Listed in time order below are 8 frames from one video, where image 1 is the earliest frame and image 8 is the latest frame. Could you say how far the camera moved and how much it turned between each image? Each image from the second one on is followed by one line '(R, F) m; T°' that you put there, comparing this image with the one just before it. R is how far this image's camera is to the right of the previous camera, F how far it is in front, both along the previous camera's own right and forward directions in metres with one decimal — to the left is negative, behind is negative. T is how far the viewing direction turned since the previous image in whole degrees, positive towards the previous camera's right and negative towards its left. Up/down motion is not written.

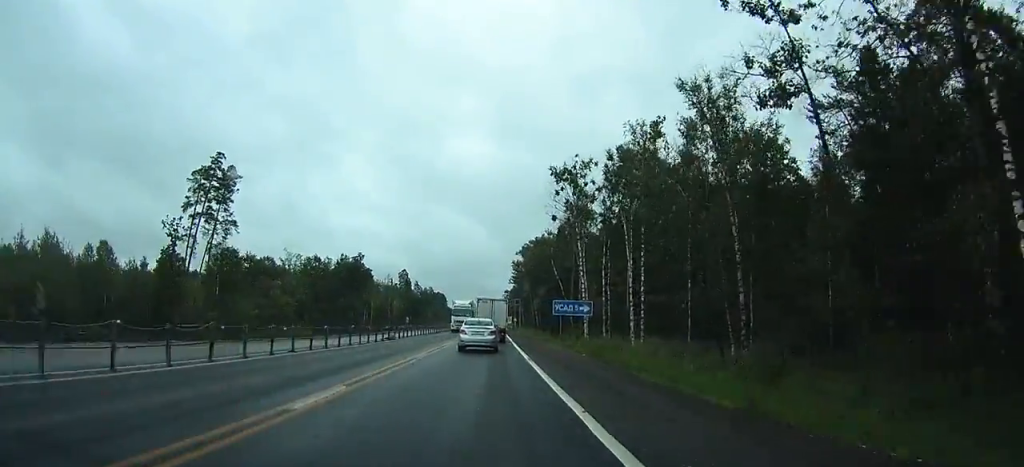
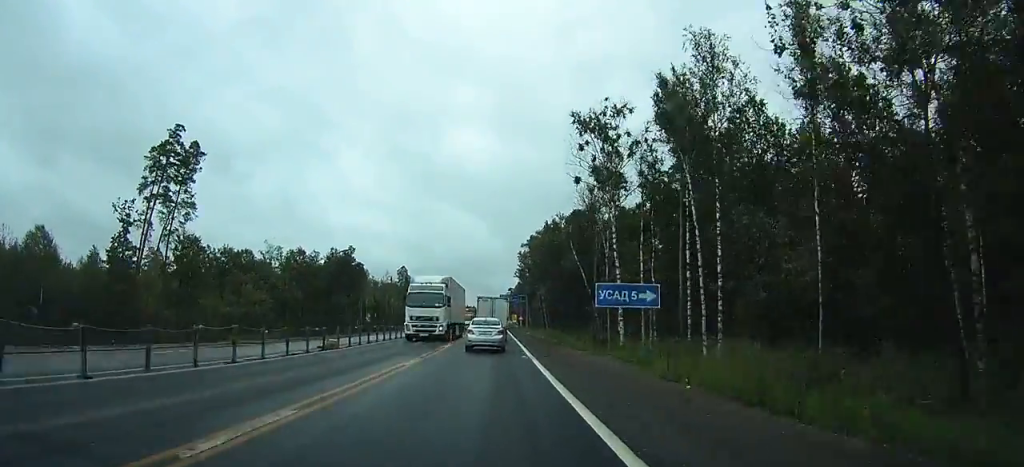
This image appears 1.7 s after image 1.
(+0.1, +13.7) m; +1°
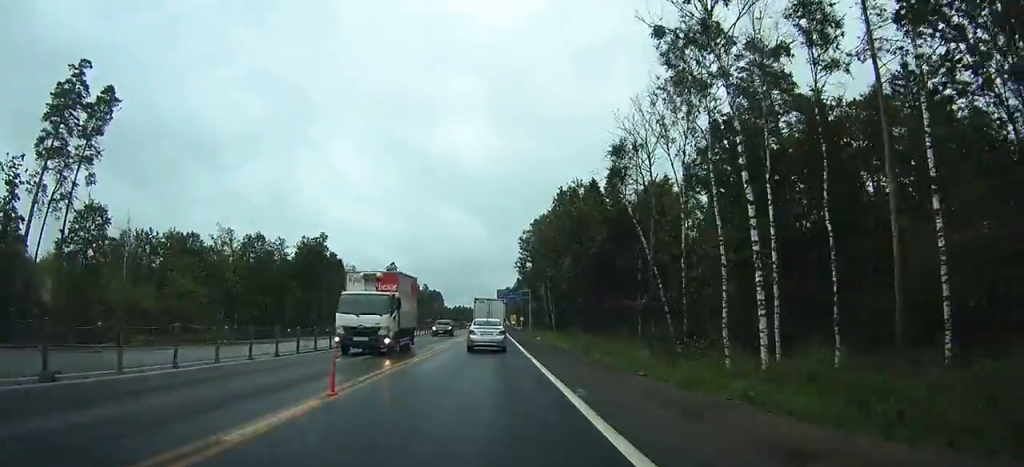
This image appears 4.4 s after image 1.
(+0.2, +23.9) m; 0°
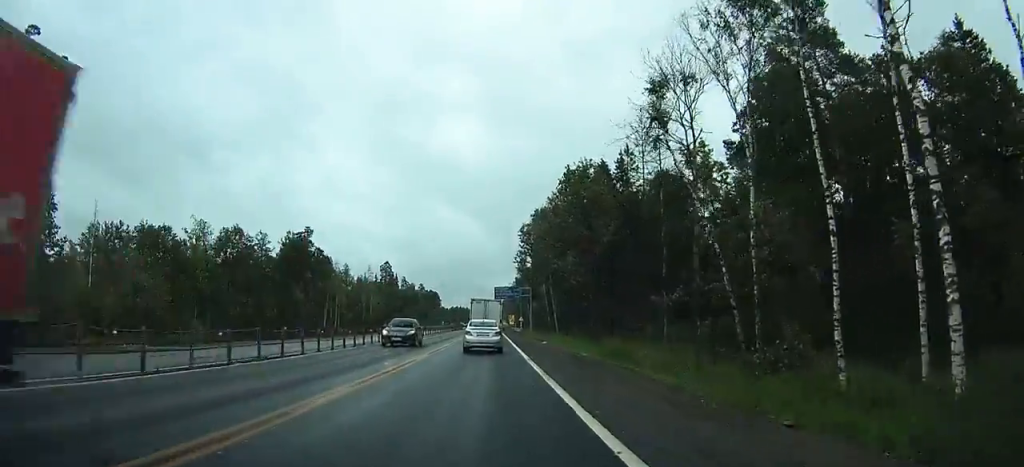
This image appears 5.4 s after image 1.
(-0.1, +9.6) m; -1°
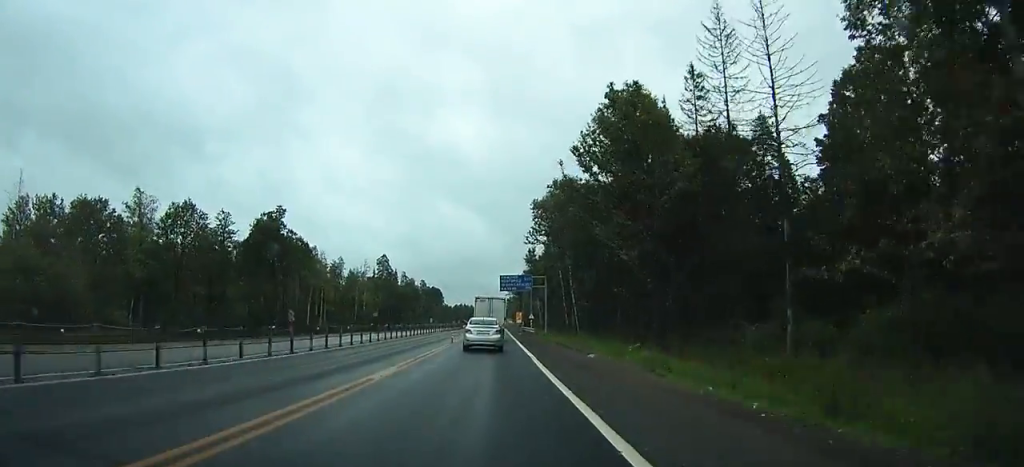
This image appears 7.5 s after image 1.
(-0.2, +21.3) m; 0°
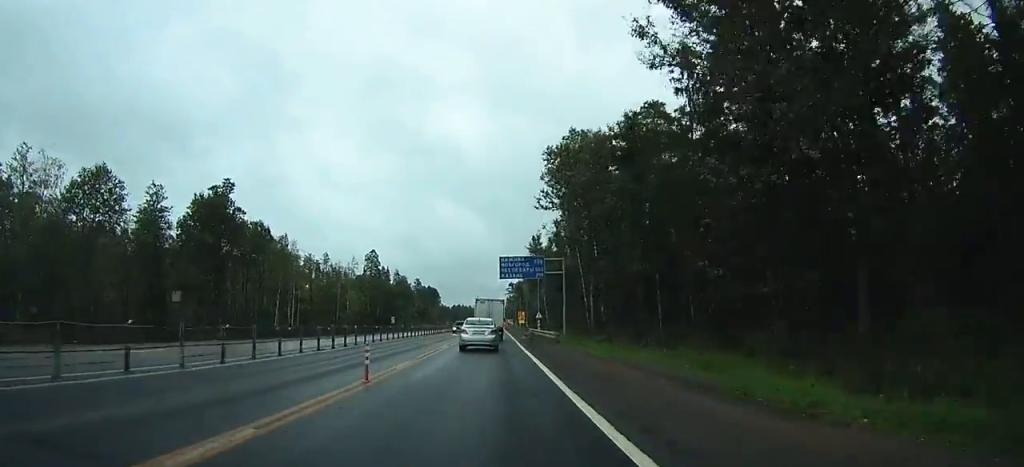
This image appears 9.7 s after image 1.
(0.0, +23.7) m; -1°
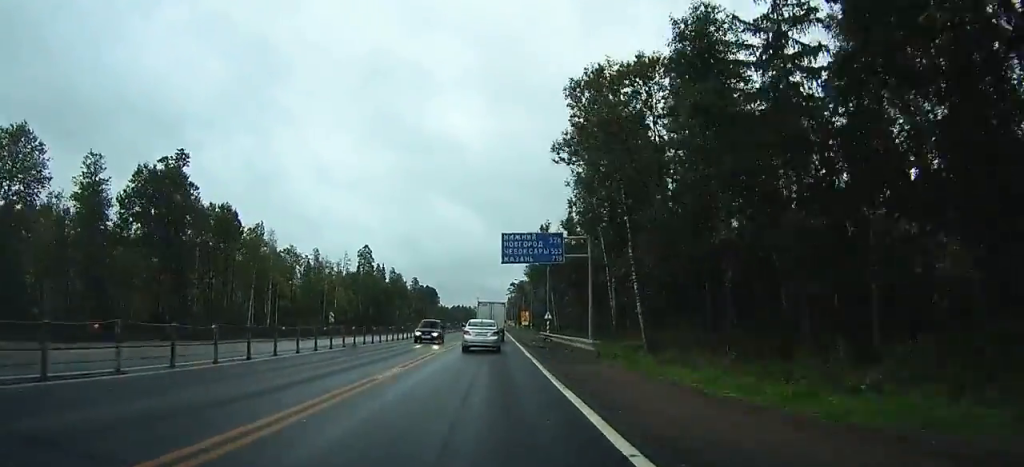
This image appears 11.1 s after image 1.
(-0.2, +15.7) m; -1°
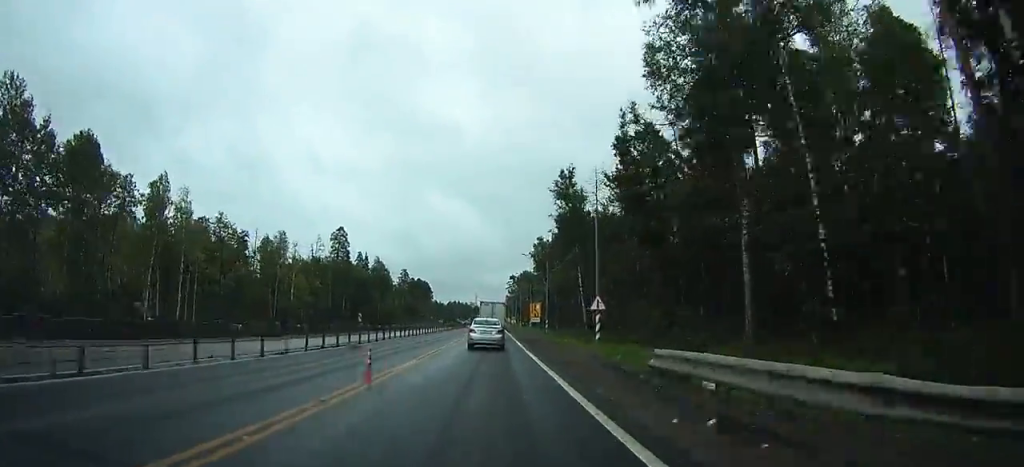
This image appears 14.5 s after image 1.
(-0.2, +35.8) m; 0°
